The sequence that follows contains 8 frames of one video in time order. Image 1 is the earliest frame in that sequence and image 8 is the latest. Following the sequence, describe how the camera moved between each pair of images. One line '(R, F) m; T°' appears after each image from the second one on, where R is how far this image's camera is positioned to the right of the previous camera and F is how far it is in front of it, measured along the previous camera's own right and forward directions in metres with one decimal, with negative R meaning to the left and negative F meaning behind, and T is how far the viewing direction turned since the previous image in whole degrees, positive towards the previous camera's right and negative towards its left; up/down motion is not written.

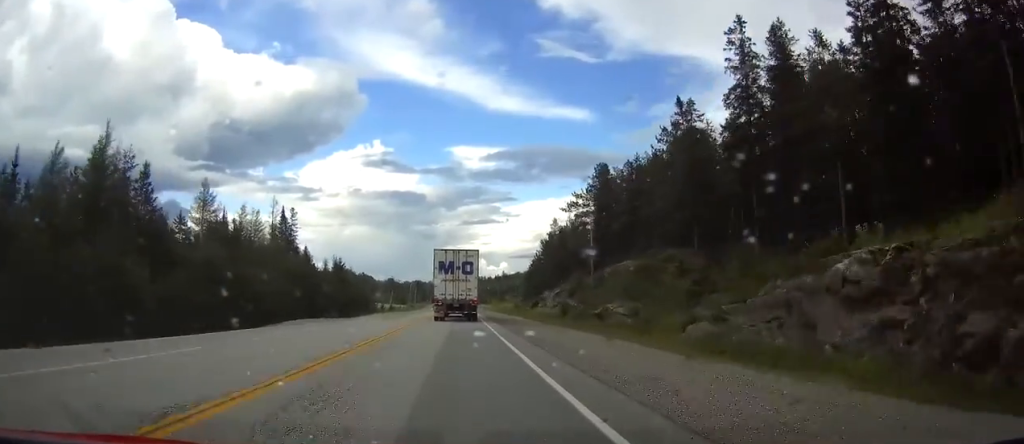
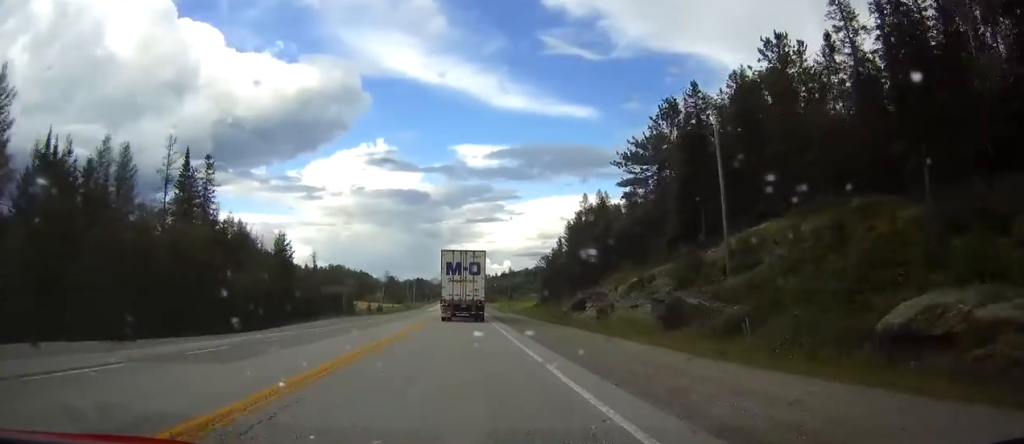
(-0.1, +33.4) m; 0°
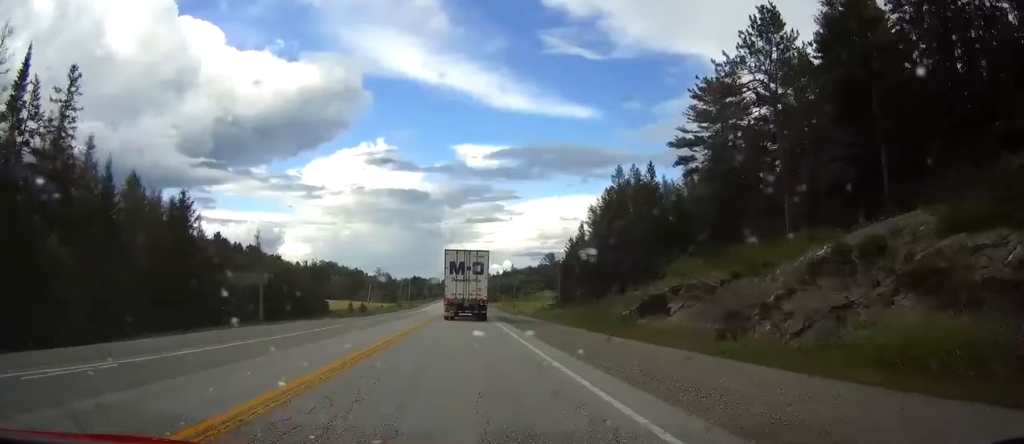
(+0.1, +25.0) m; 0°
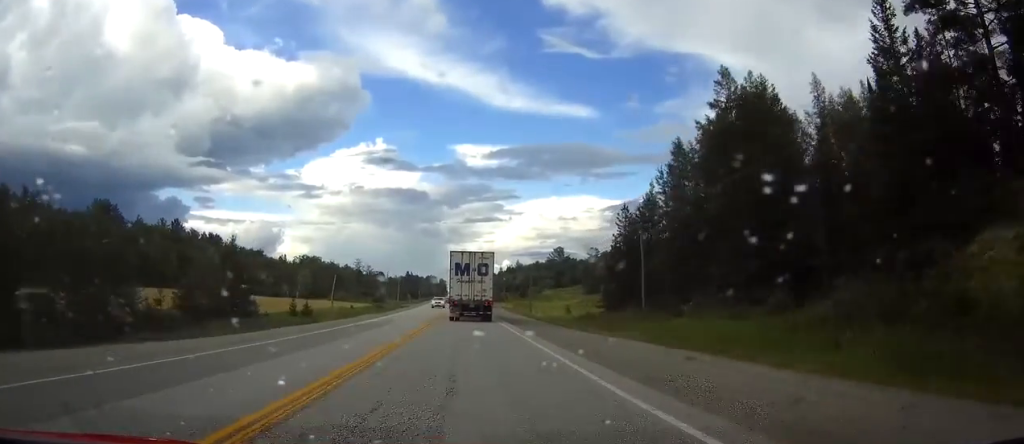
(-0.1, +43.5) m; 0°
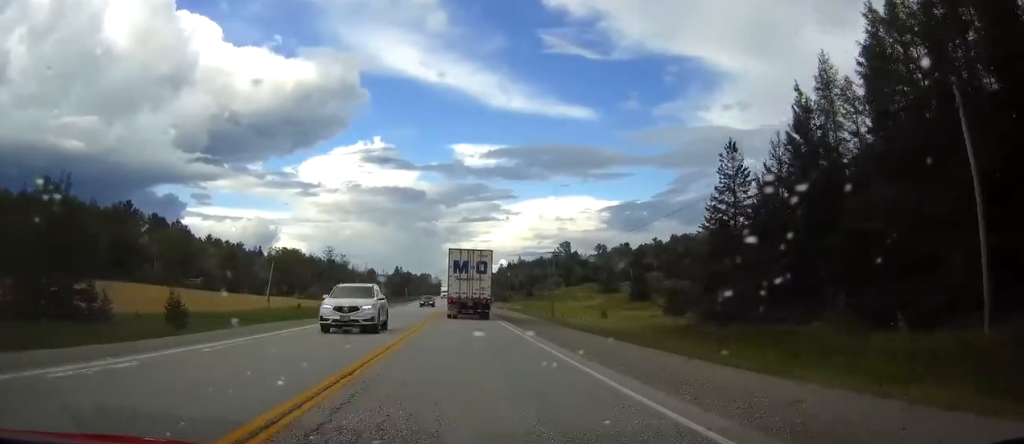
(+0.1, +36.0) m; 0°
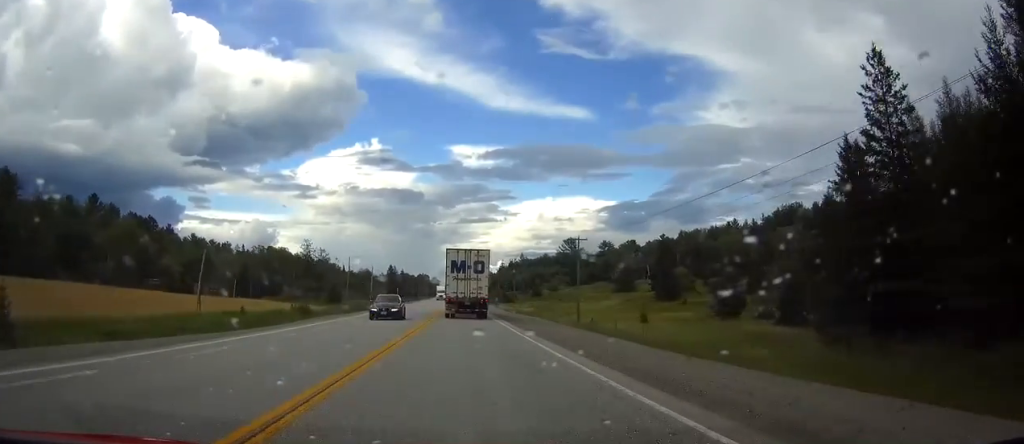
(0.0, +21.2) m; 0°
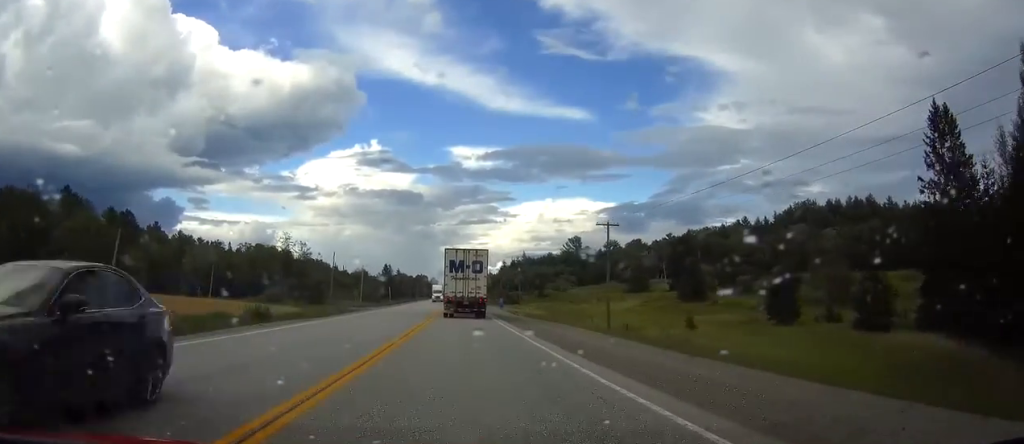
(0.0, +15.6) m; 0°
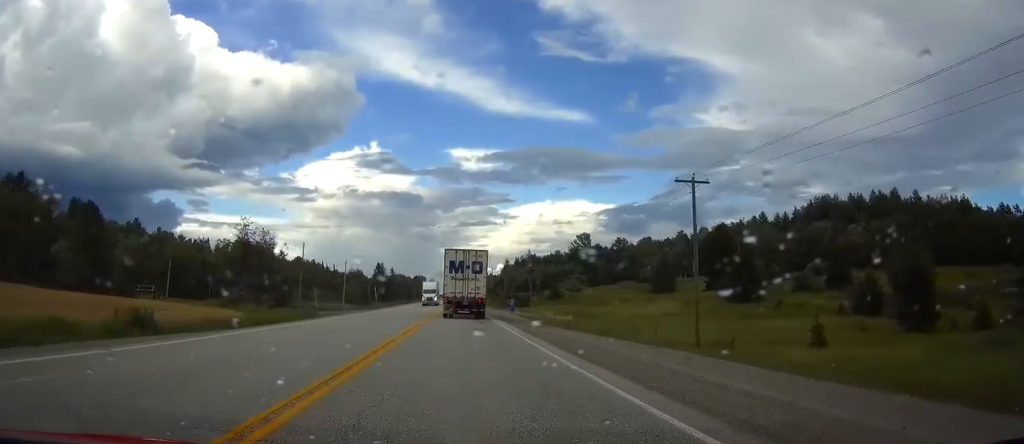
(+0.1, +22.9) m; 0°
